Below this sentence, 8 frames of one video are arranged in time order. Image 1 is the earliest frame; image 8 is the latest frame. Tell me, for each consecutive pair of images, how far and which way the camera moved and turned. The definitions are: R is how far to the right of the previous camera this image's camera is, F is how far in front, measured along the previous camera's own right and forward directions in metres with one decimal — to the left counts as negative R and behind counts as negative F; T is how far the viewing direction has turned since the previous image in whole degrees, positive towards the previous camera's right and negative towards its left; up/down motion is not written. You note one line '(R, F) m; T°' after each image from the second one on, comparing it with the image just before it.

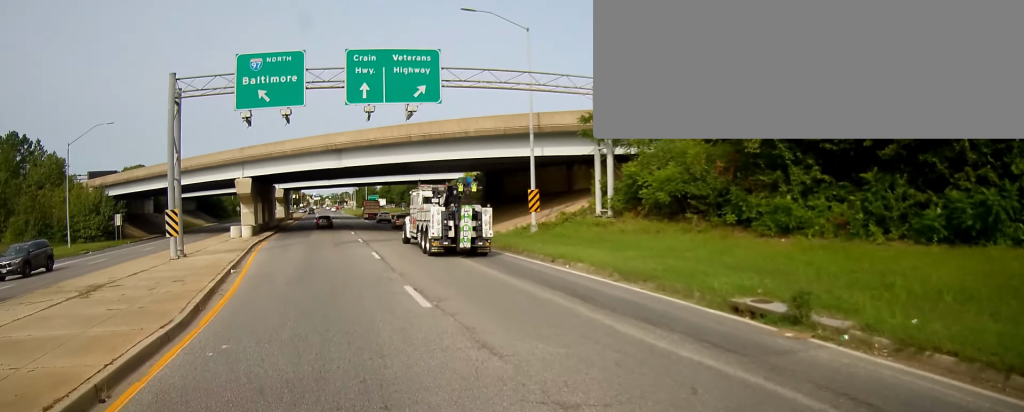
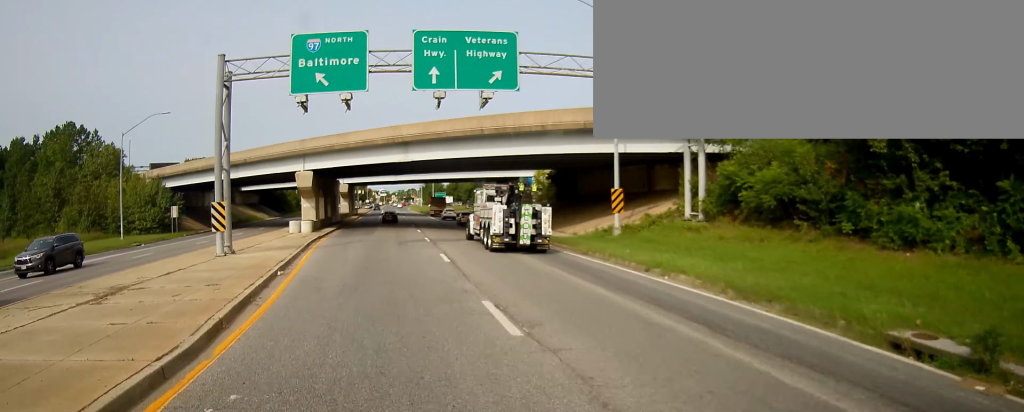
(-0.3, +2.4) m; -8°
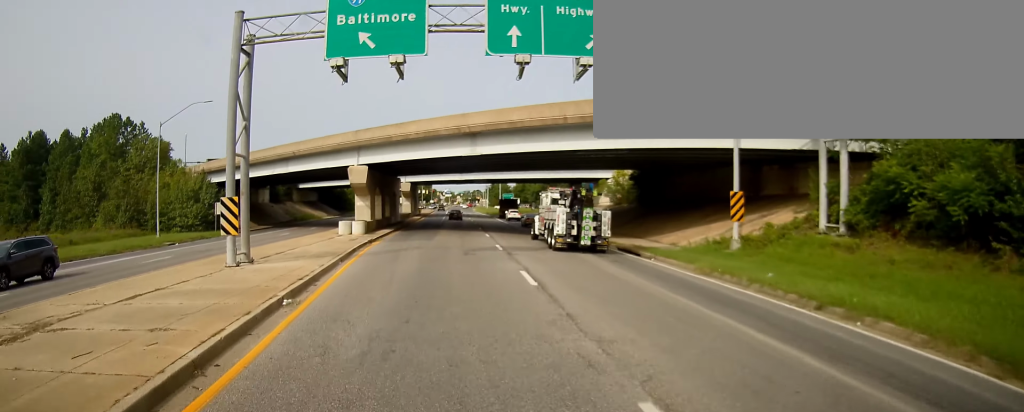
(-0.8, +4.8) m; -12°
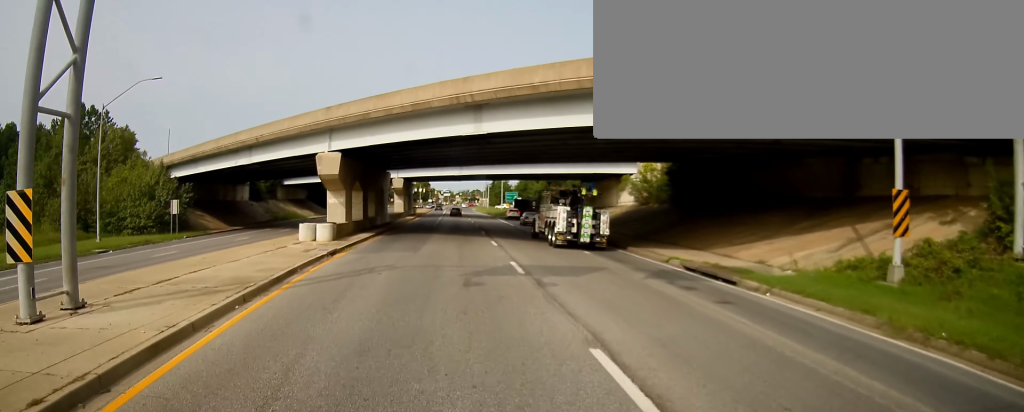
(-0.4, +7.0) m; -3°
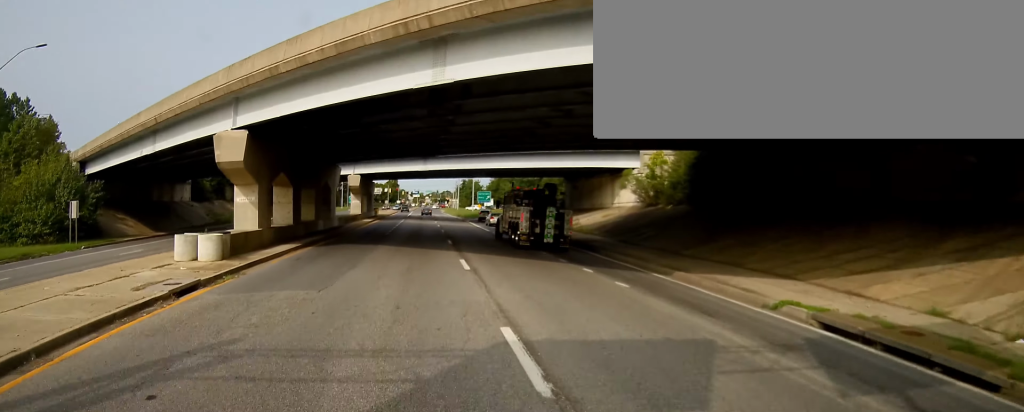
(0.0, +7.8) m; 0°
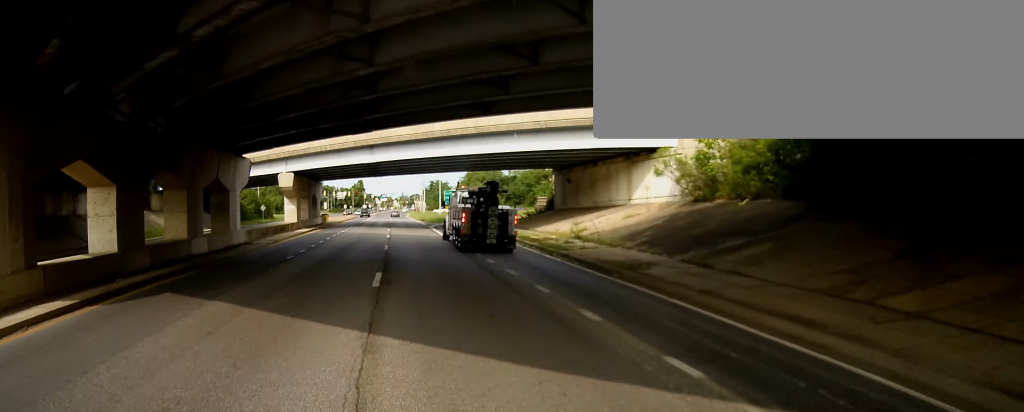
(0.0, +12.3) m; +1°
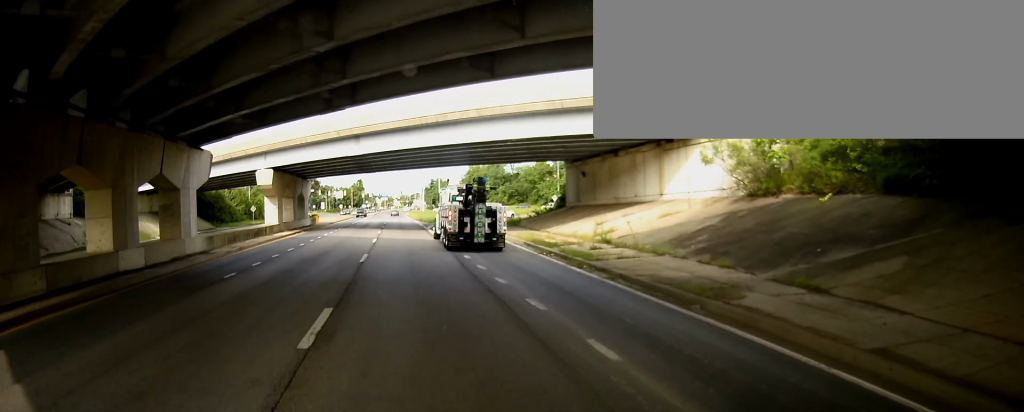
(0.0, +5.4) m; 0°
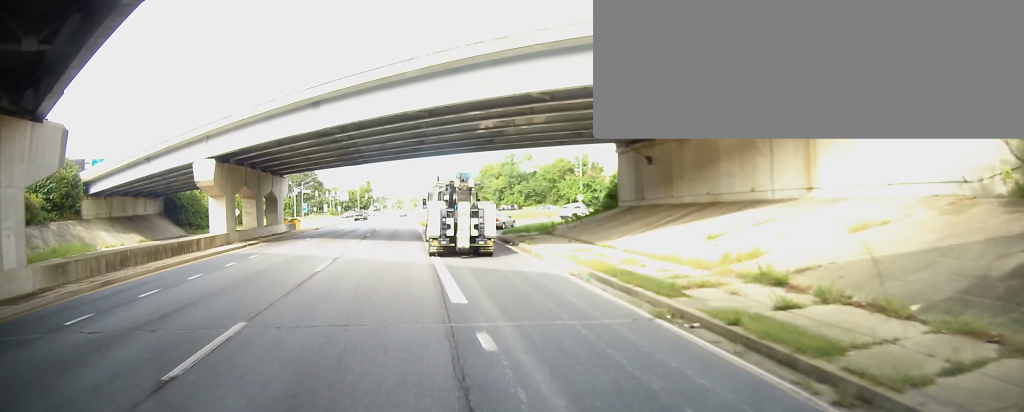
(0.0, +13.1) m; 0°
